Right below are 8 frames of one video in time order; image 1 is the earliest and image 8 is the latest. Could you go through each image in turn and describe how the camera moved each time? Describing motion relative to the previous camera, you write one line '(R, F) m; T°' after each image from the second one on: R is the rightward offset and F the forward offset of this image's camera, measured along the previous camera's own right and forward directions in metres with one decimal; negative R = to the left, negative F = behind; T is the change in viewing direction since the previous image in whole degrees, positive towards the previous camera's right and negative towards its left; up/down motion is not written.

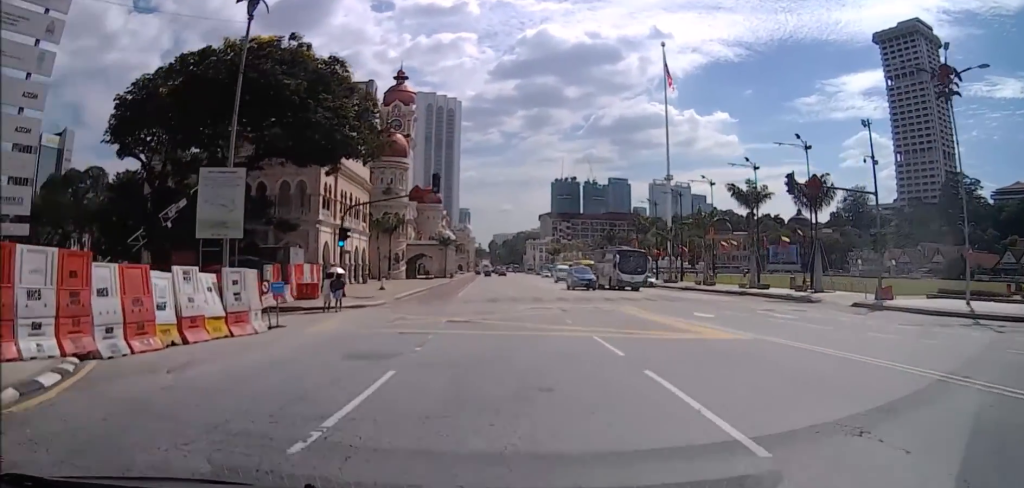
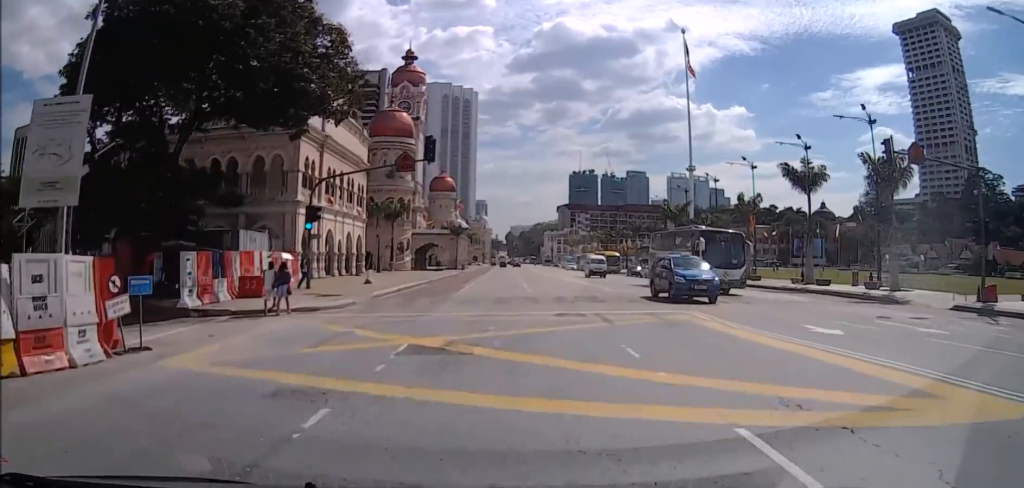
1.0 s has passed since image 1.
(0.0, +8.6) m; 0°
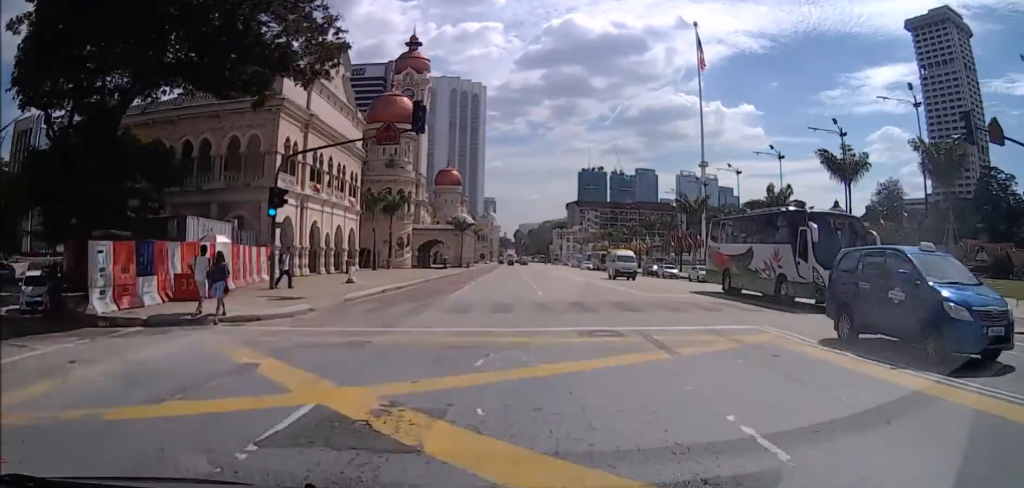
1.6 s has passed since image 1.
(0.0, +5.6) m; 0°
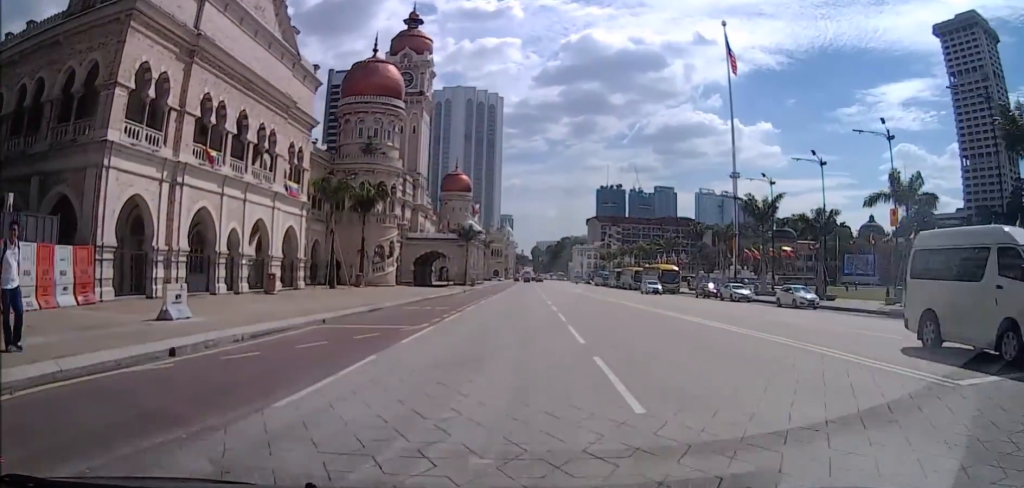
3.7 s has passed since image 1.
(-0.8, +17.8) m; -7°
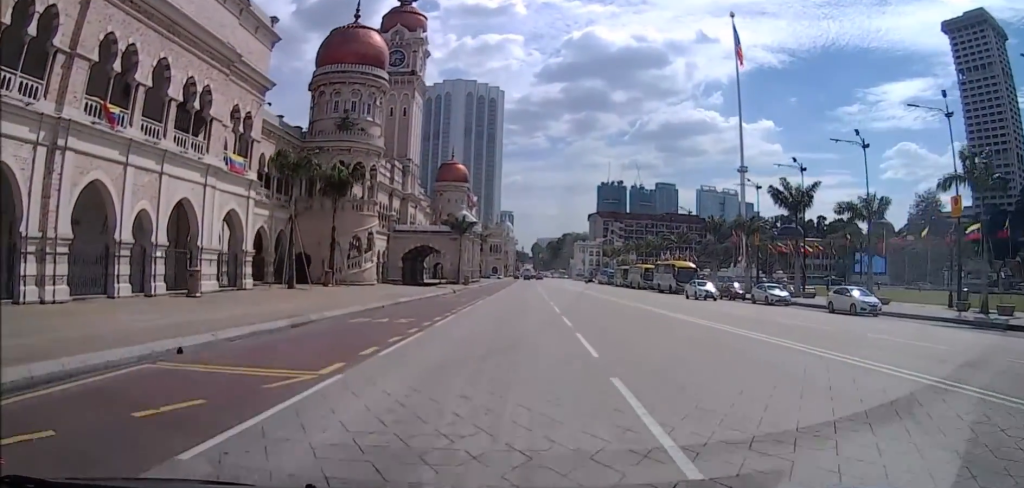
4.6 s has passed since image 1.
(-0.3, +7.7) m; 0°
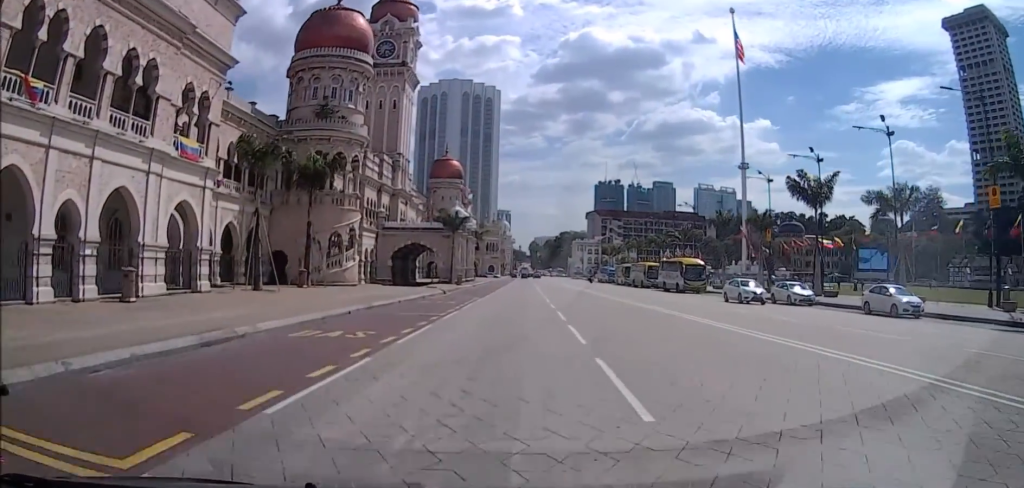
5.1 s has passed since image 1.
(+0.2, +4.4) m; +2°
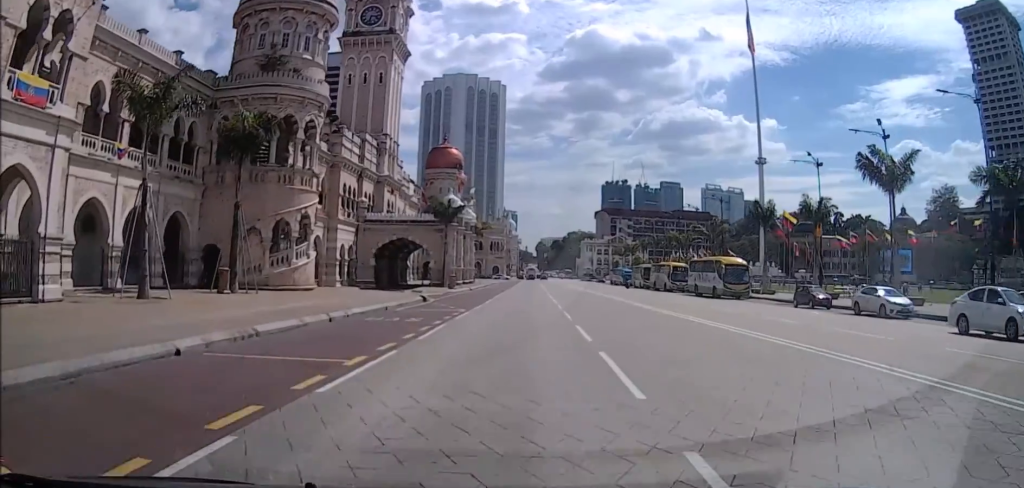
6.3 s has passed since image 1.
(+0.2, +11.1) m; +1°
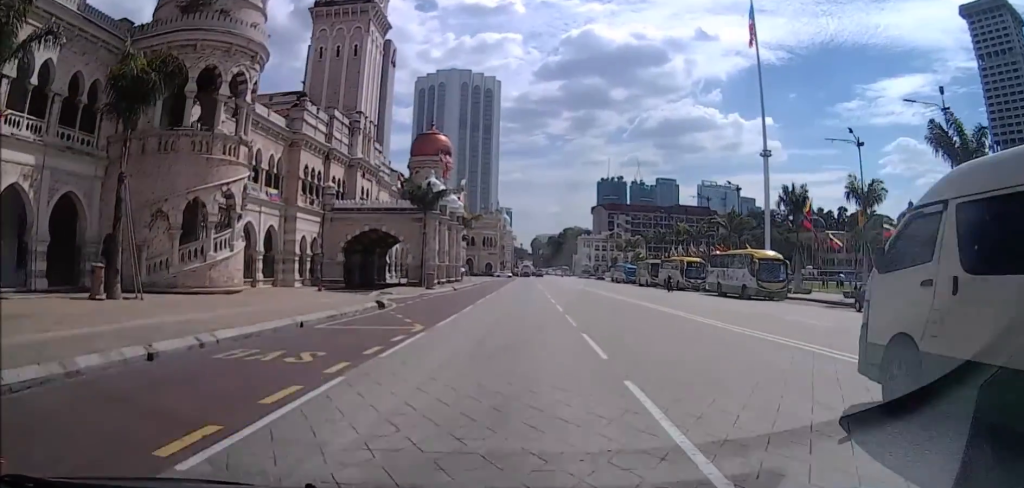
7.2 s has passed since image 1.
(0.0, +8.7) m; 0°
